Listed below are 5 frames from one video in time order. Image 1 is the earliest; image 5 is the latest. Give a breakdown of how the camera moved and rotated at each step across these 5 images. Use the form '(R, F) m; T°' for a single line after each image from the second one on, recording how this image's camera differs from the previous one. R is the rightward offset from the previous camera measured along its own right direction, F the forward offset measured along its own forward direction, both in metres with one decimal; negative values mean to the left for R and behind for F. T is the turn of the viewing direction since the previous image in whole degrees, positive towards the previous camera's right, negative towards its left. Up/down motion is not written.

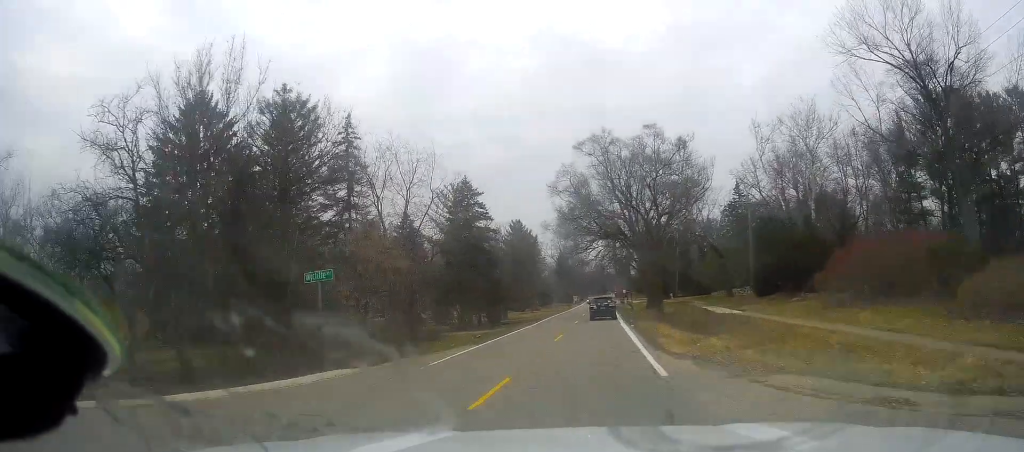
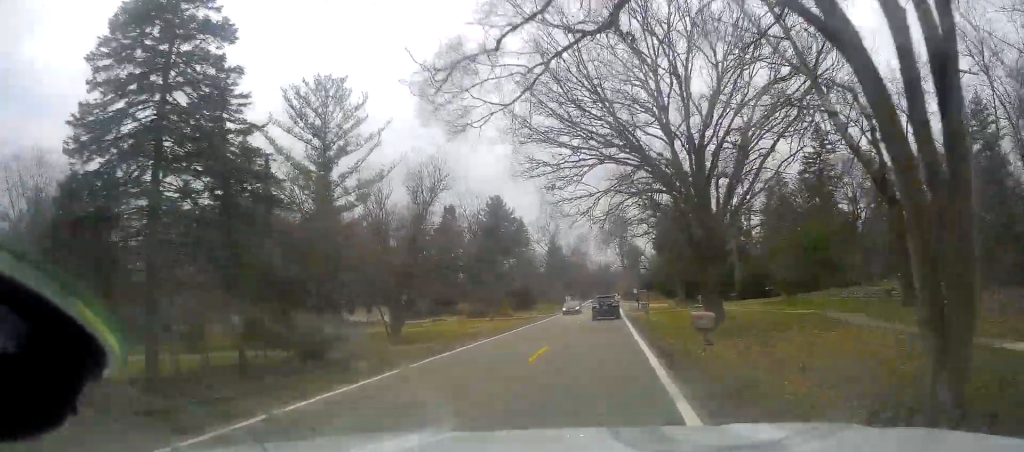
(-0.4, +38.8) m; -2°
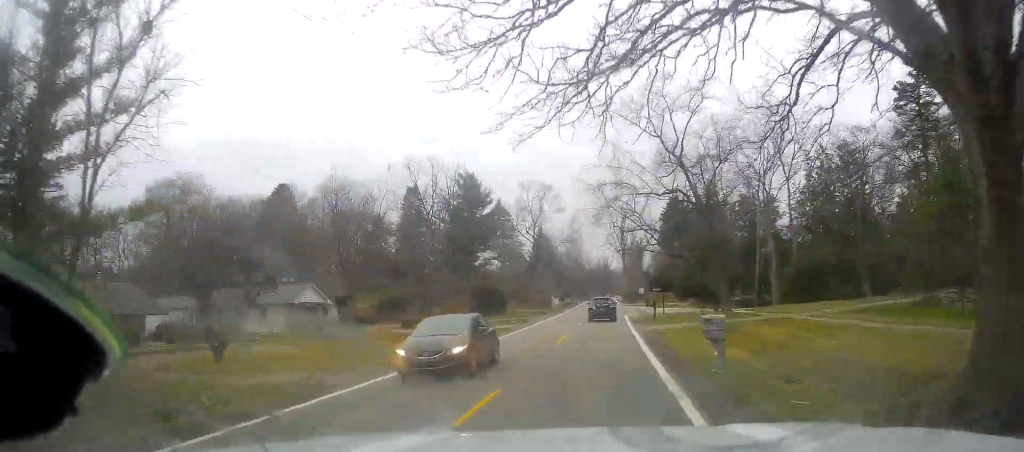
(-0.6, +24.4) m; 0°
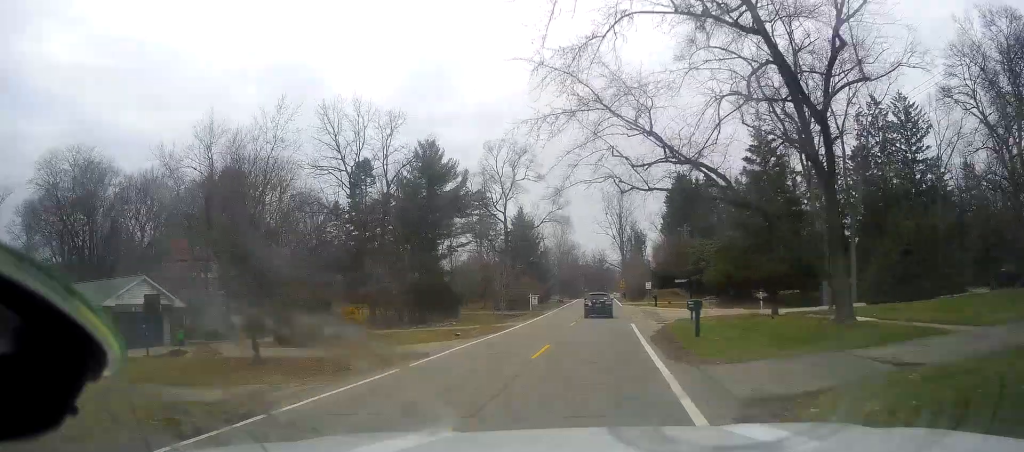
(+0.7, +21.6) m; +3°
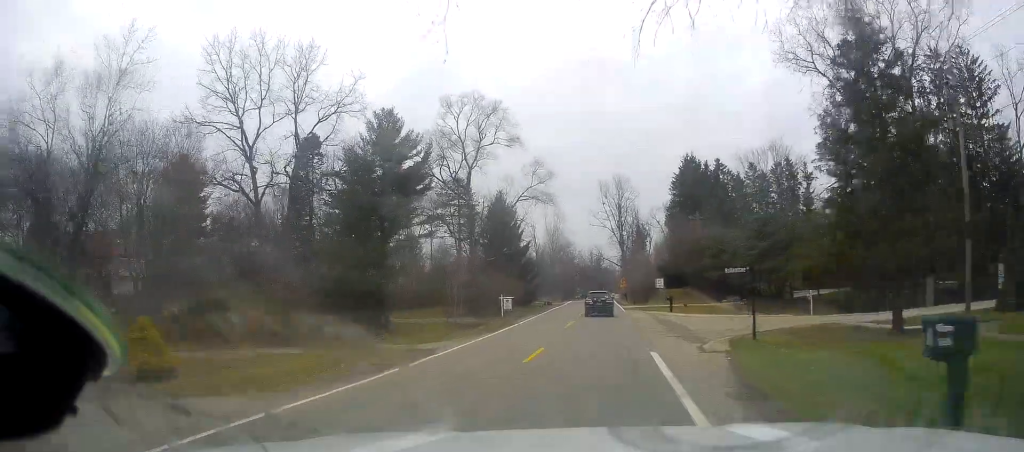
(+0.1, +16.6) m; -1°
